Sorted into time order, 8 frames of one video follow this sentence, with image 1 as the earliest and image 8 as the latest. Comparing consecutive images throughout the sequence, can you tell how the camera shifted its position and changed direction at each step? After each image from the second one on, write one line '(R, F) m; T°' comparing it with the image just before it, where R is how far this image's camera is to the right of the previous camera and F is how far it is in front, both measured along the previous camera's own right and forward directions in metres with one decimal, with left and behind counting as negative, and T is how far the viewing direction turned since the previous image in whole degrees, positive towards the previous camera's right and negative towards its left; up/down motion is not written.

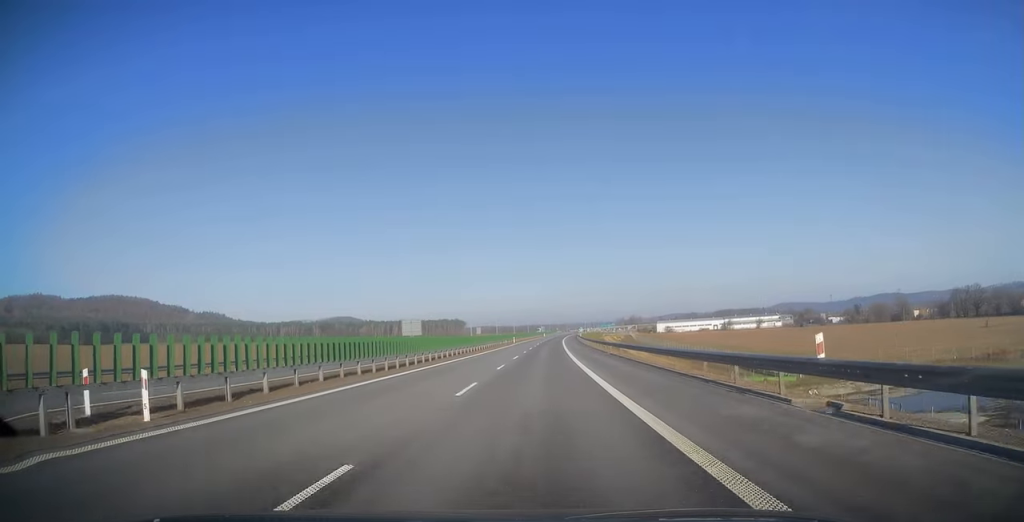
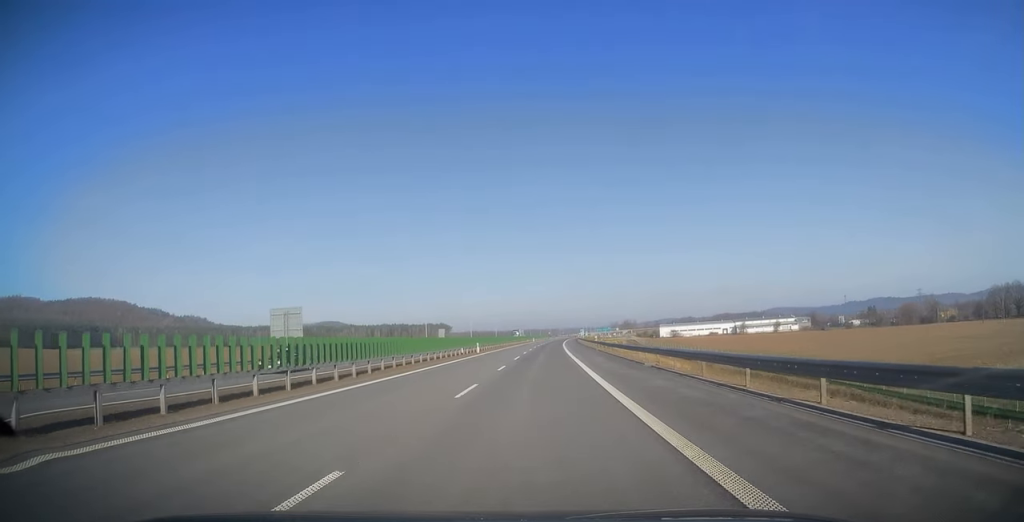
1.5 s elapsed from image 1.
(+0.6, +47.9) m; +1°
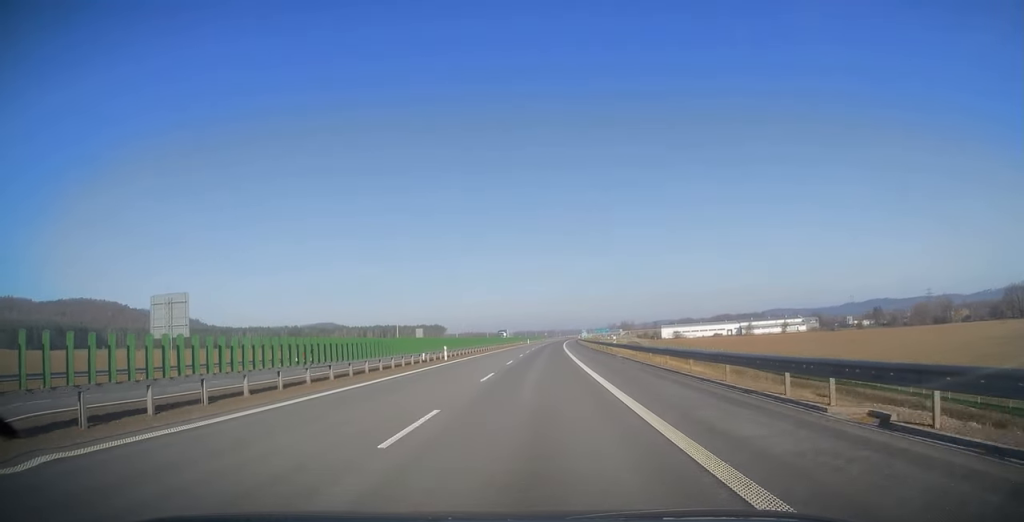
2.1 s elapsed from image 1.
(+0.1, +18.4) m; 0°
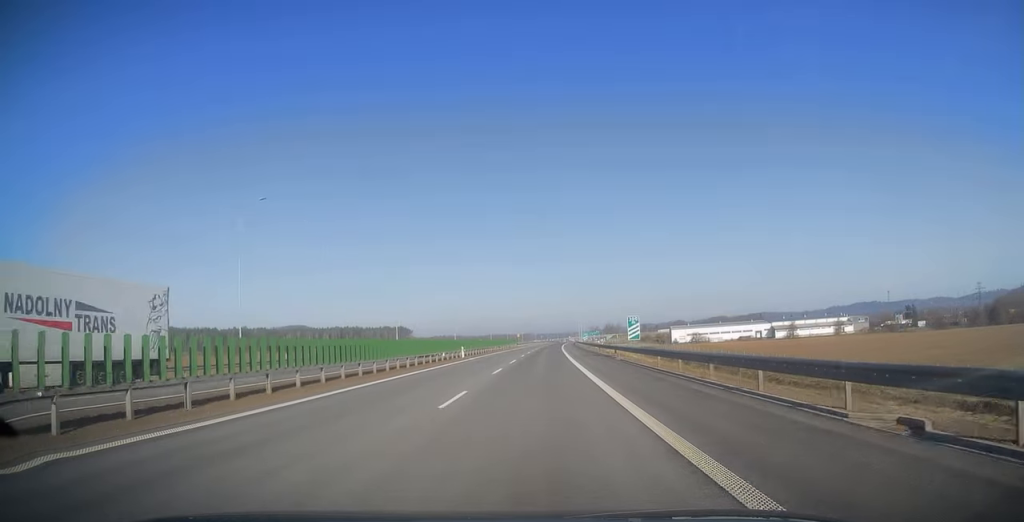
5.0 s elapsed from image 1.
(+1.3, +90.7) m; +2°
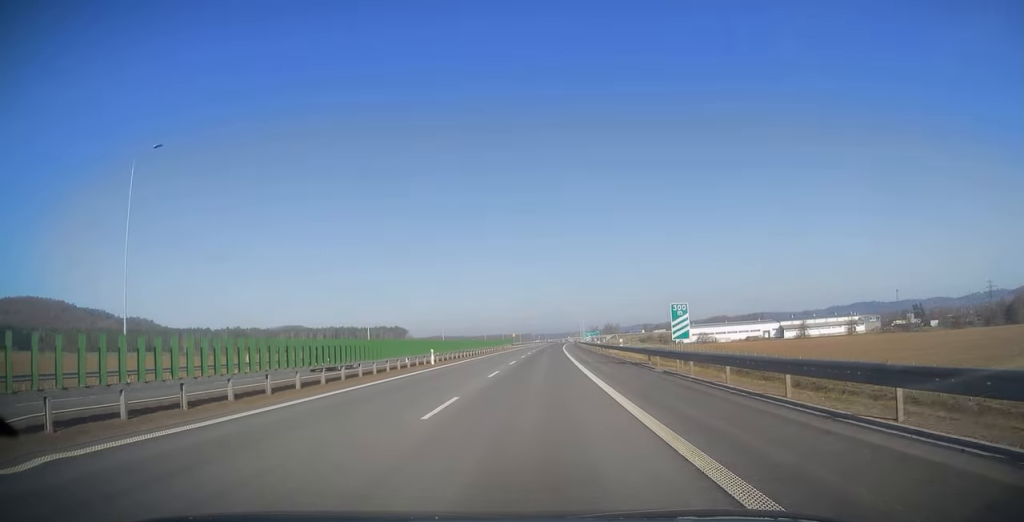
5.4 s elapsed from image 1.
(+0.1, +13.7) m; 0°
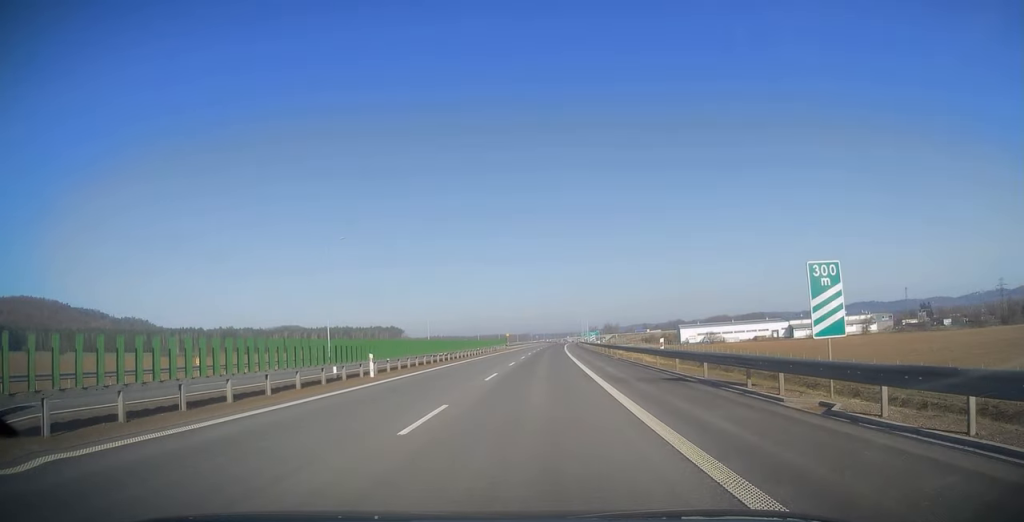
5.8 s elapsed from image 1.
(0.0, +13.6) m; 0°
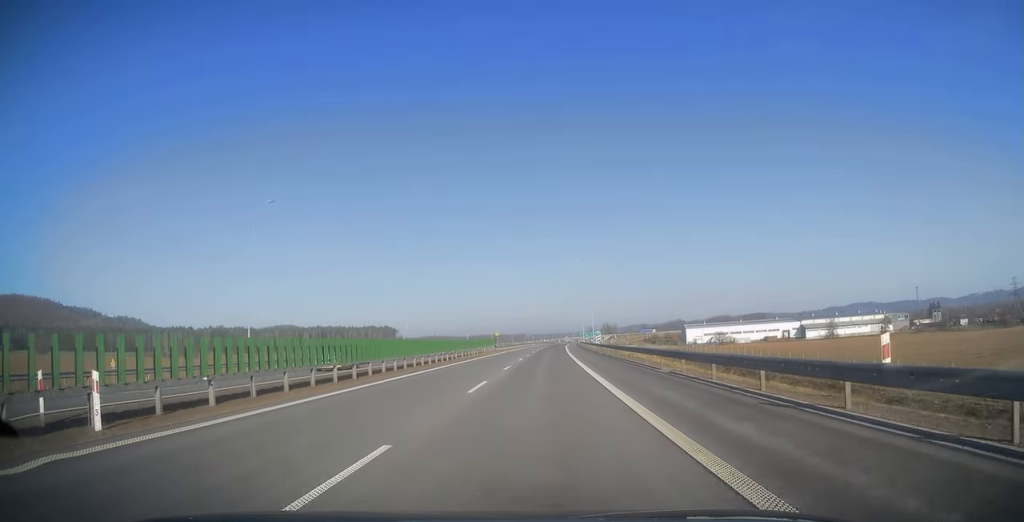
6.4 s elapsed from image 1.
(0.0, +16.7) m; 0°
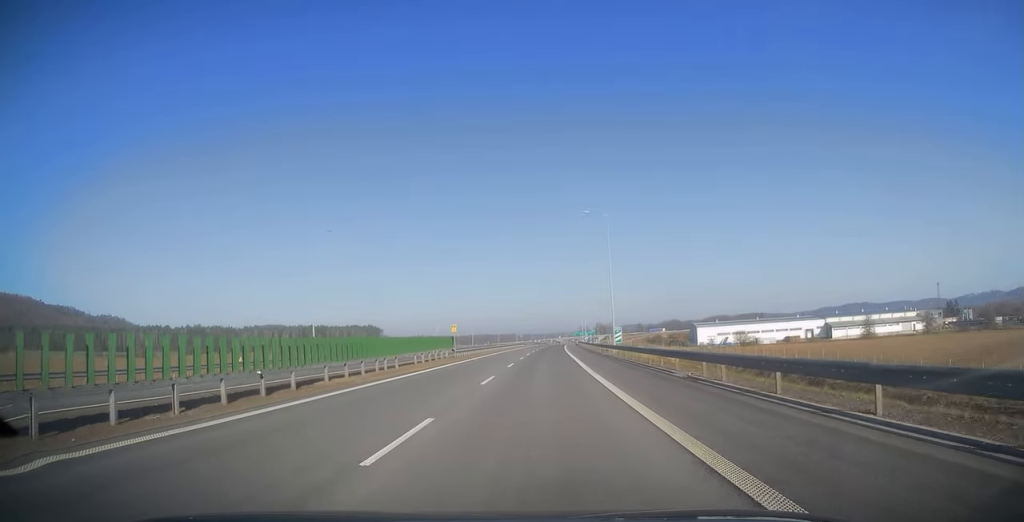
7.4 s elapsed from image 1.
(+0.3, +32.9) m; +1°
